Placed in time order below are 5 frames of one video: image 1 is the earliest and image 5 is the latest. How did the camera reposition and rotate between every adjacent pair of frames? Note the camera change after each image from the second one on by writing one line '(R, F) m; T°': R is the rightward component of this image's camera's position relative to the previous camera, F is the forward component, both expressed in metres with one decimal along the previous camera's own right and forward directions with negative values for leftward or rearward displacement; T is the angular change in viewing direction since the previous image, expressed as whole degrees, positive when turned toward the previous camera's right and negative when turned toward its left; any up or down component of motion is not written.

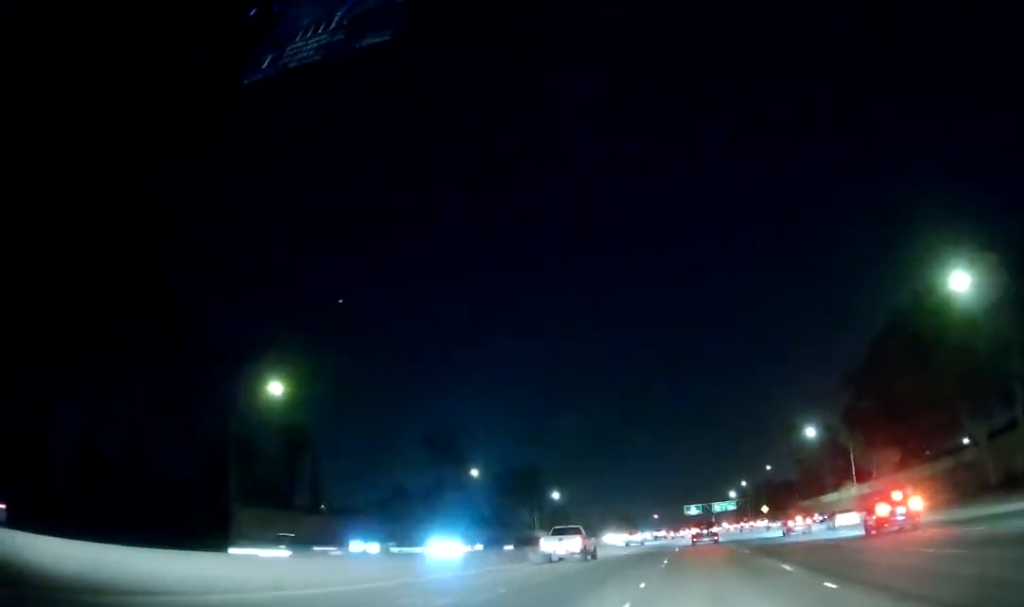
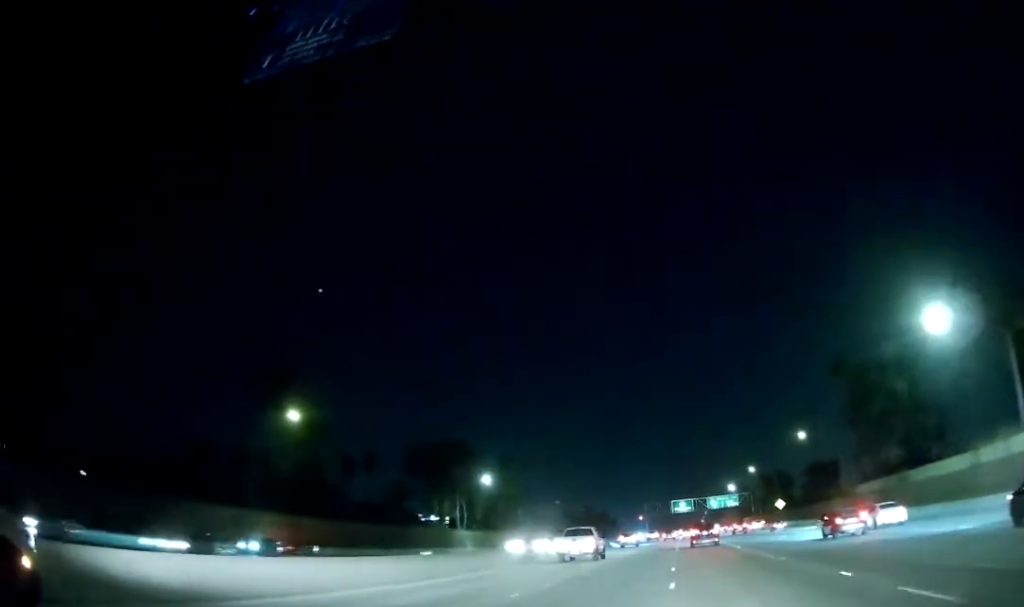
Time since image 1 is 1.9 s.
(+1.1, +51.9) m; +2°
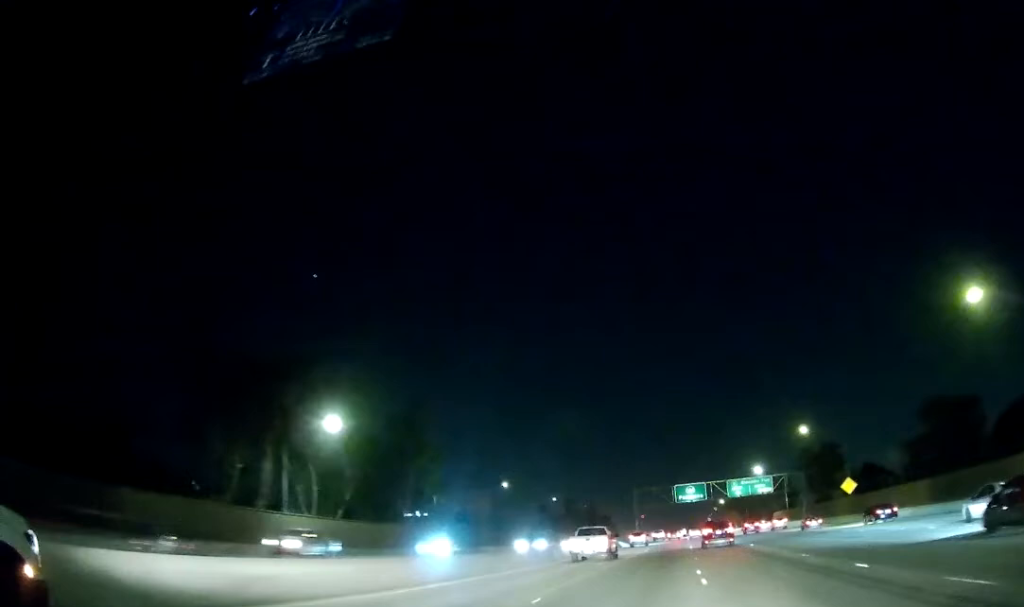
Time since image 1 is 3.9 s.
(+0.5, +57.4) m; 0°
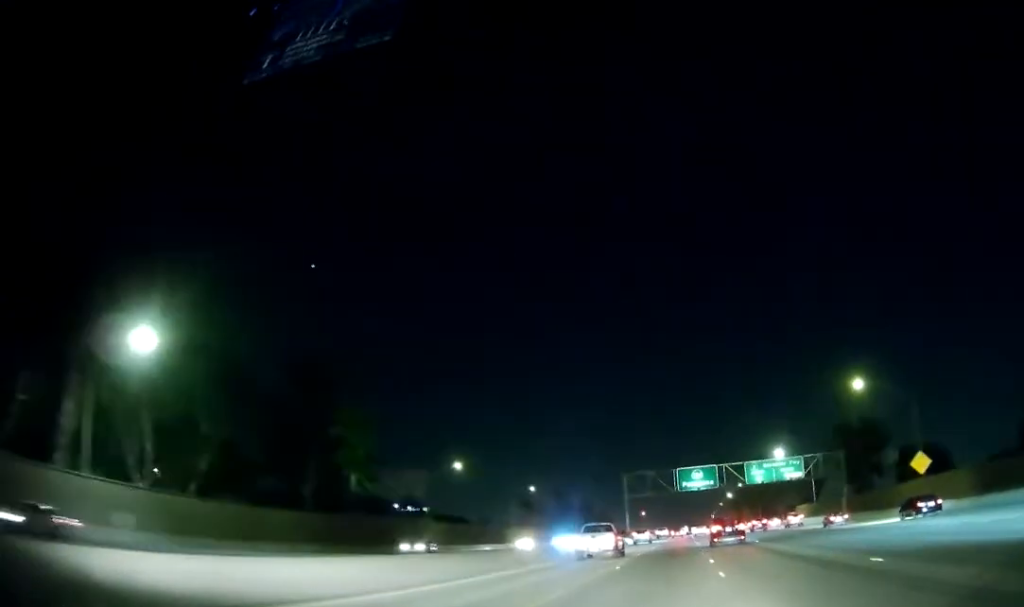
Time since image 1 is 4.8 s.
(-0.1, +27.5) m; 0°
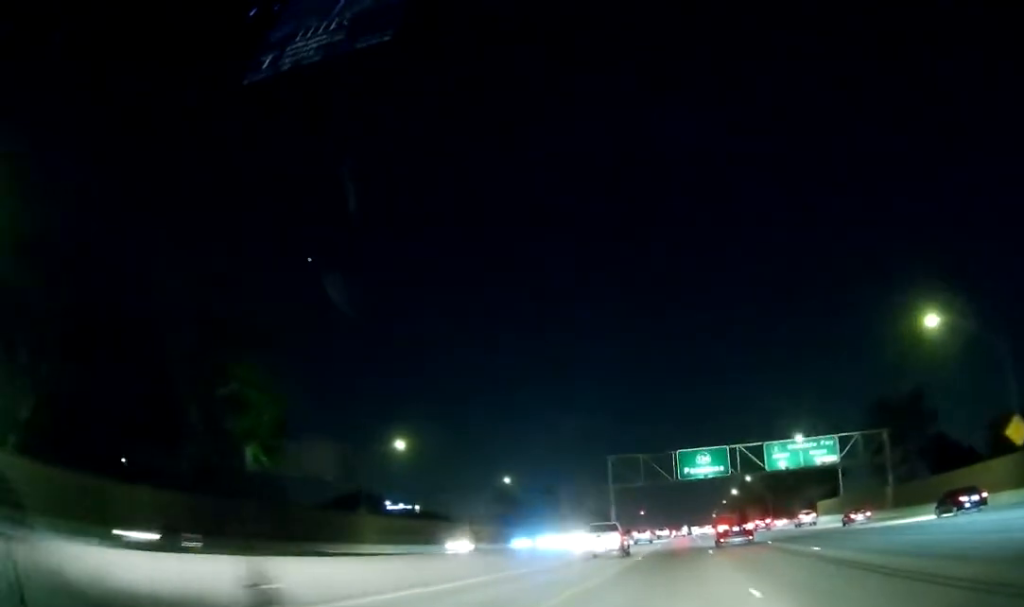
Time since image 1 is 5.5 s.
(0.0, +20.8) m; 0°
